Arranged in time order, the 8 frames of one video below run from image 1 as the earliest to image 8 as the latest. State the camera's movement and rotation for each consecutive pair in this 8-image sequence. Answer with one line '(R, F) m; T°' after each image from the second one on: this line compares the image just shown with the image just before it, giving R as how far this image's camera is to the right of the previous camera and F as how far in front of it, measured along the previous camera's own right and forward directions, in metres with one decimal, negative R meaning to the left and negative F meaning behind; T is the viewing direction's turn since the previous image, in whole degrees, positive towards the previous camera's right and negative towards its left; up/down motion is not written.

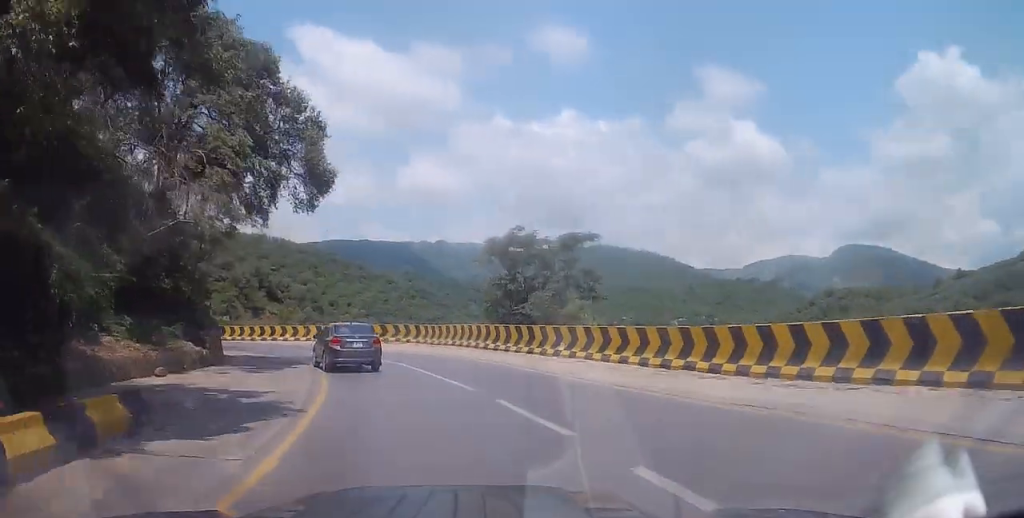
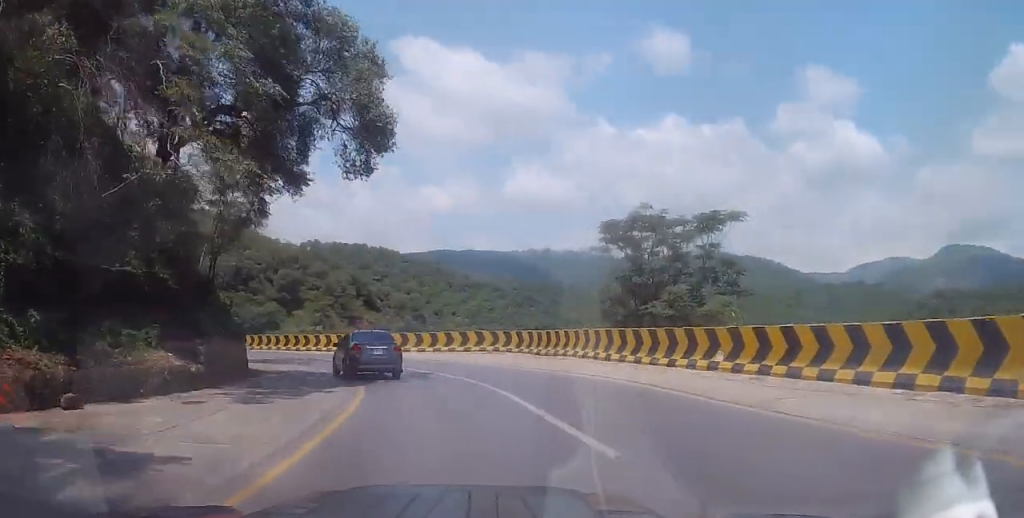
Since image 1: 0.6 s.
(0.0, +7.3) m; -5°
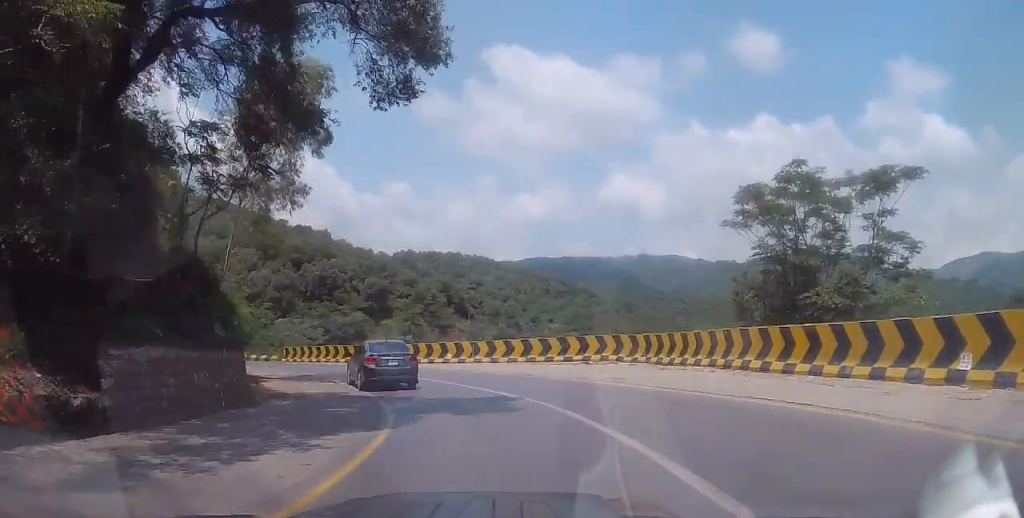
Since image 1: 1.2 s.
(-0.6, +7.0) m; -8°
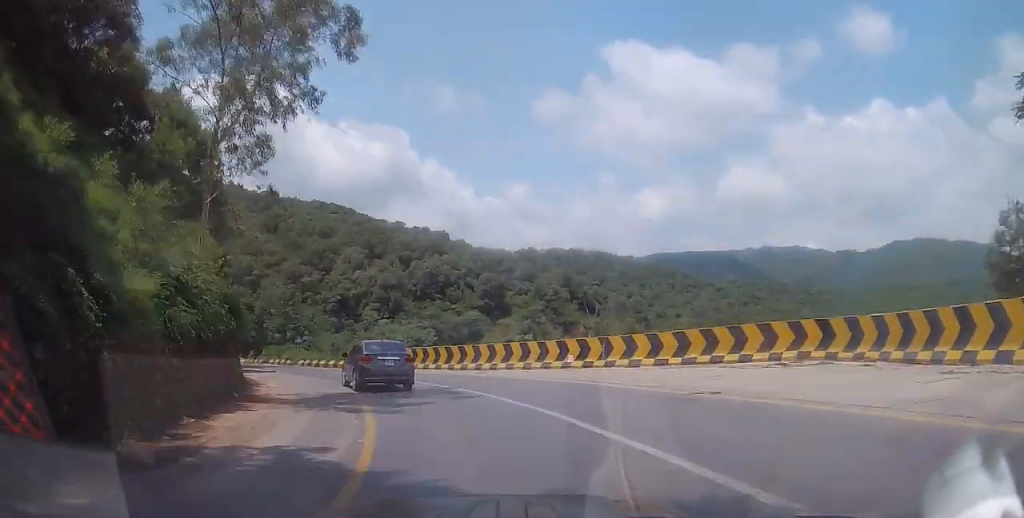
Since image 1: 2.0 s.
(-1.0, +10.1) m; -12°
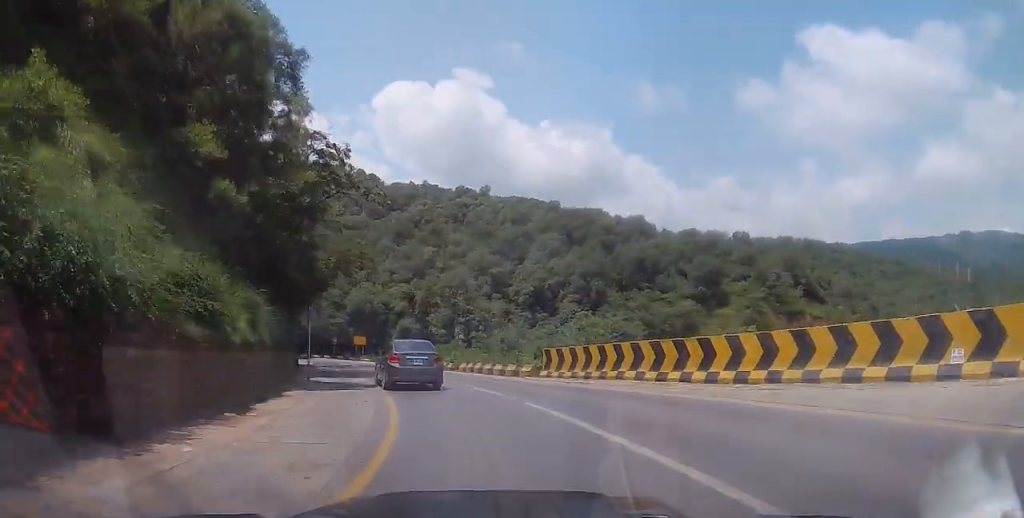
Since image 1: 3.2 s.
(-2.3, +14.7) m; -16°
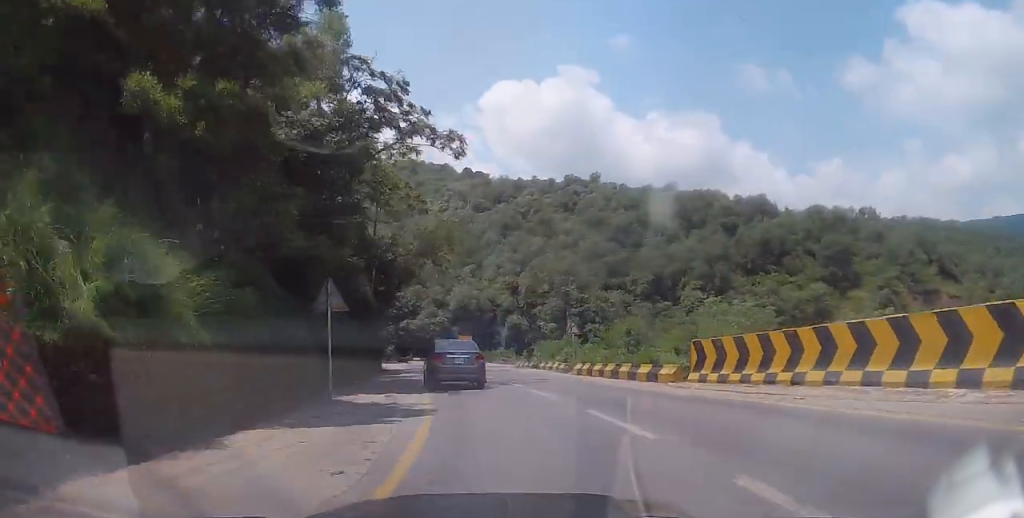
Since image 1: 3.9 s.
(-0.5, +8.3) m; -8°
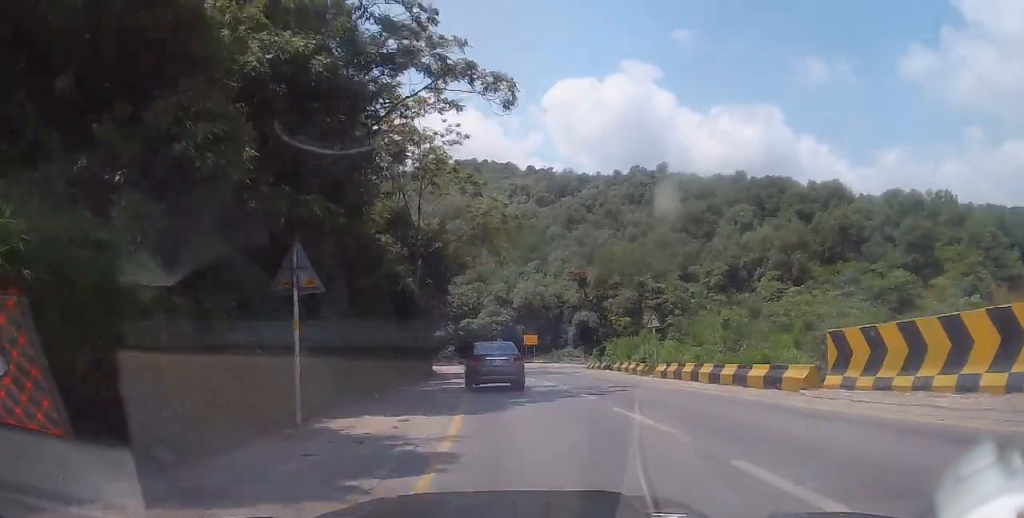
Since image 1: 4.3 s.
(-0.4, +5.4) m; -4°
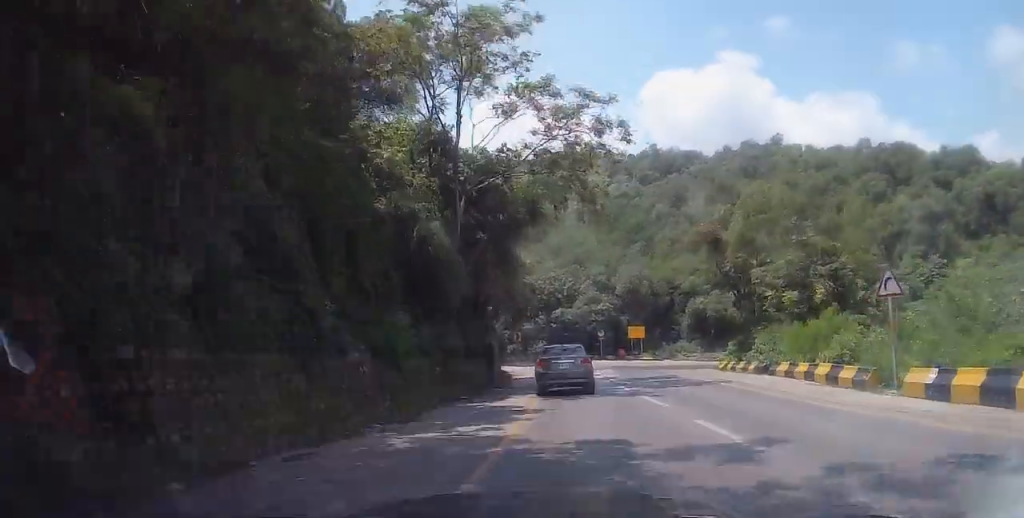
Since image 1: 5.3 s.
(-1.0, +13.3) m; -7°
